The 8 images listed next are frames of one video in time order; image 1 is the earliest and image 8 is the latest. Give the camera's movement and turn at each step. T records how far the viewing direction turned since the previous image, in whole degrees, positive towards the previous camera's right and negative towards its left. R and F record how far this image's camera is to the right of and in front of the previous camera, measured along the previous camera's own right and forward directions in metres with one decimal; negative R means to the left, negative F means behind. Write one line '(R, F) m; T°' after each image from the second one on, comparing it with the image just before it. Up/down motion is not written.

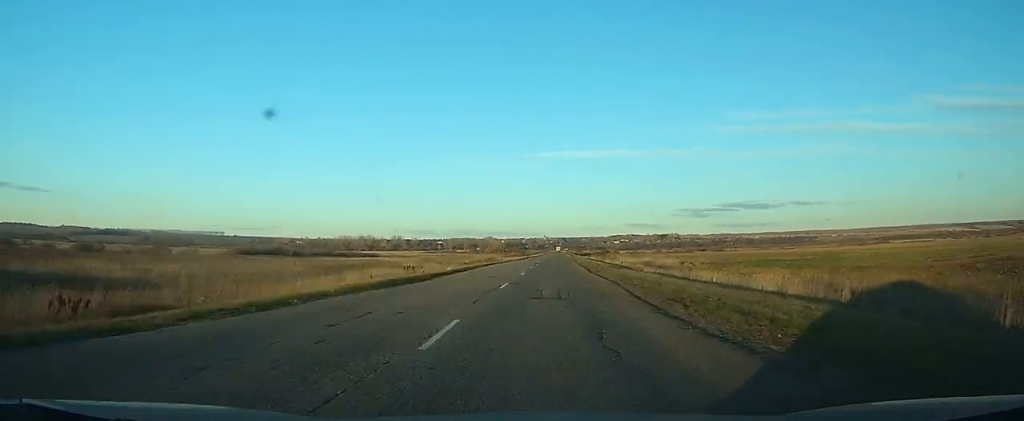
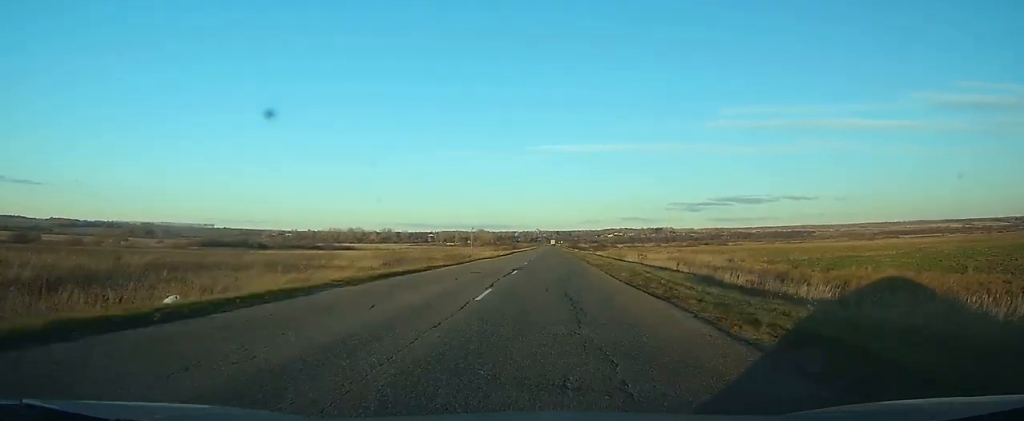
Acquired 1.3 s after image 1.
(+0.2, +30.4) m; 0°
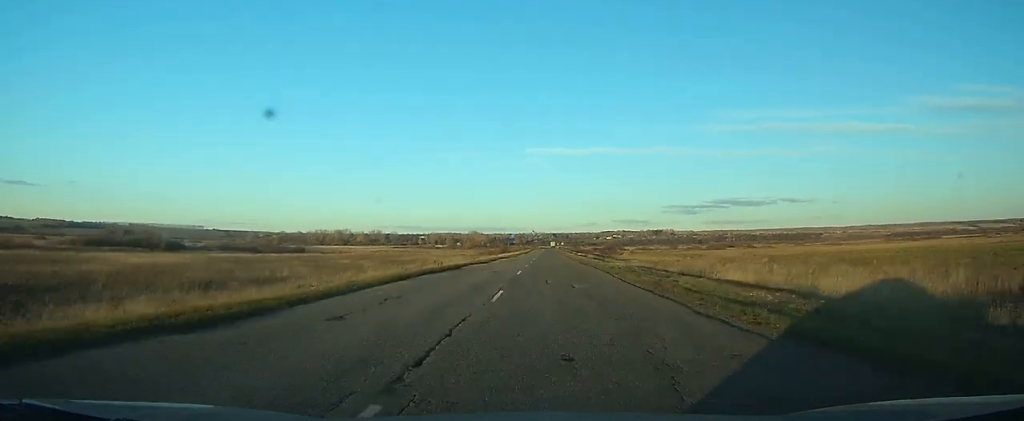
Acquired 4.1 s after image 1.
(+0.3, +67.8) m; 0°
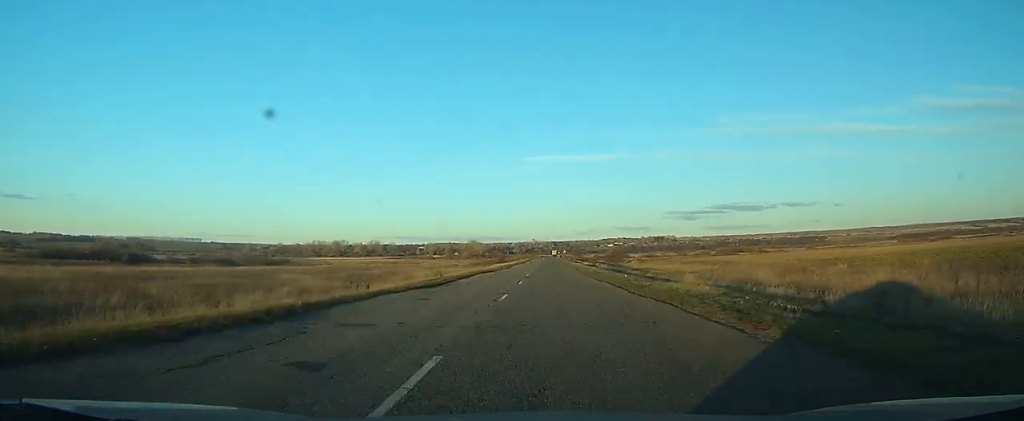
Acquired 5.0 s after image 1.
(0.0, +20.6) m; 0°
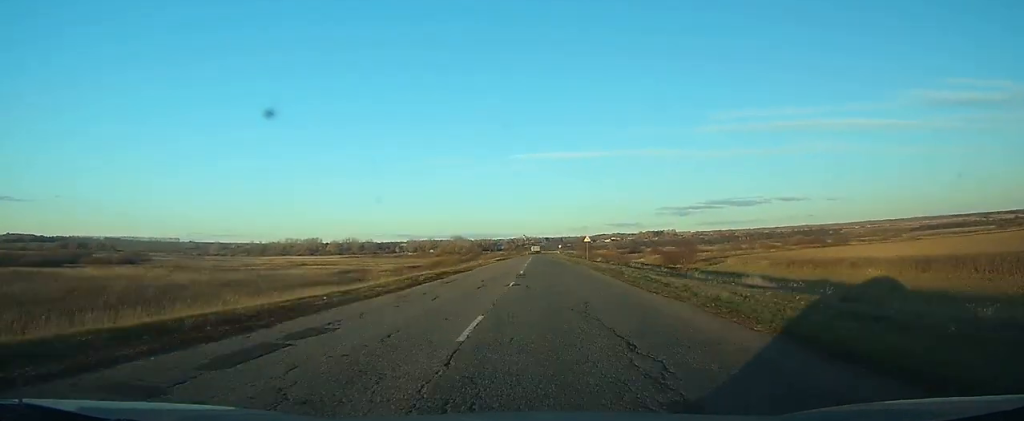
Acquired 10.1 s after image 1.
(+0.4, +130.1) m; 0°
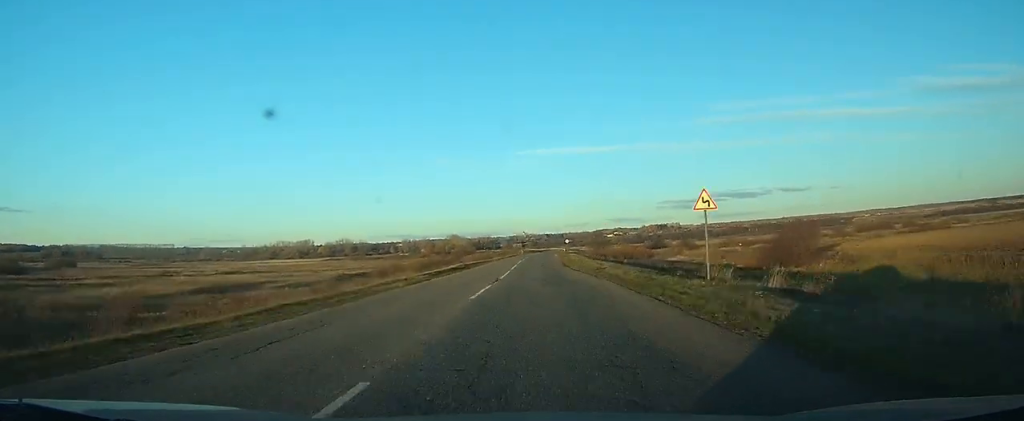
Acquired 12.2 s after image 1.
(-0.1, +51.9) m; 0°
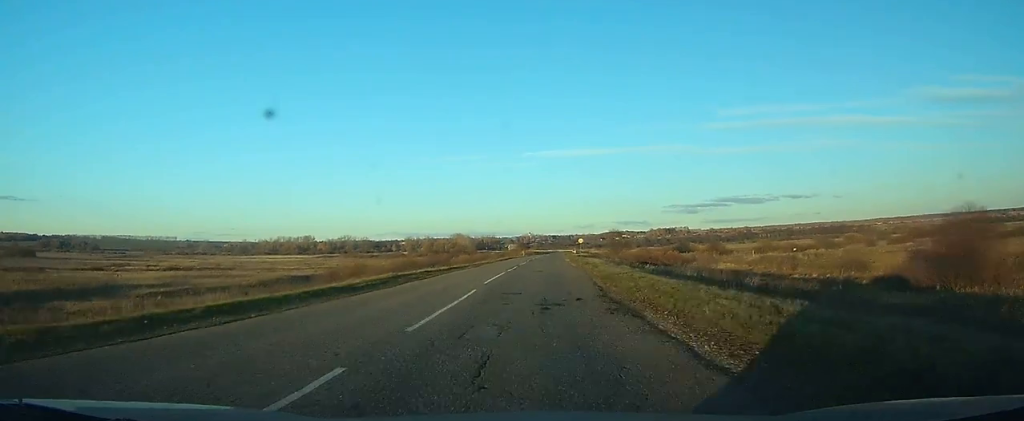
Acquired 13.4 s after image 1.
(-0.1, +28.2) m; 0°
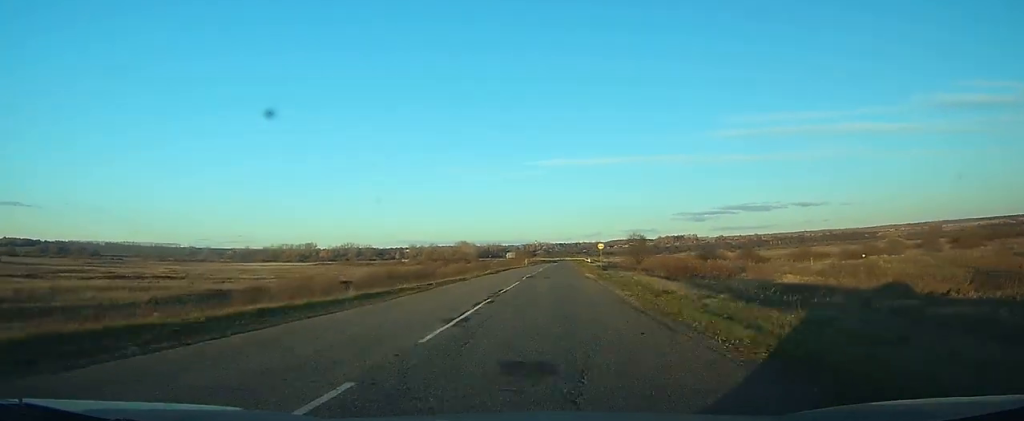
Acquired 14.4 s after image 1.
(0.0, +22.9) m; 0°
